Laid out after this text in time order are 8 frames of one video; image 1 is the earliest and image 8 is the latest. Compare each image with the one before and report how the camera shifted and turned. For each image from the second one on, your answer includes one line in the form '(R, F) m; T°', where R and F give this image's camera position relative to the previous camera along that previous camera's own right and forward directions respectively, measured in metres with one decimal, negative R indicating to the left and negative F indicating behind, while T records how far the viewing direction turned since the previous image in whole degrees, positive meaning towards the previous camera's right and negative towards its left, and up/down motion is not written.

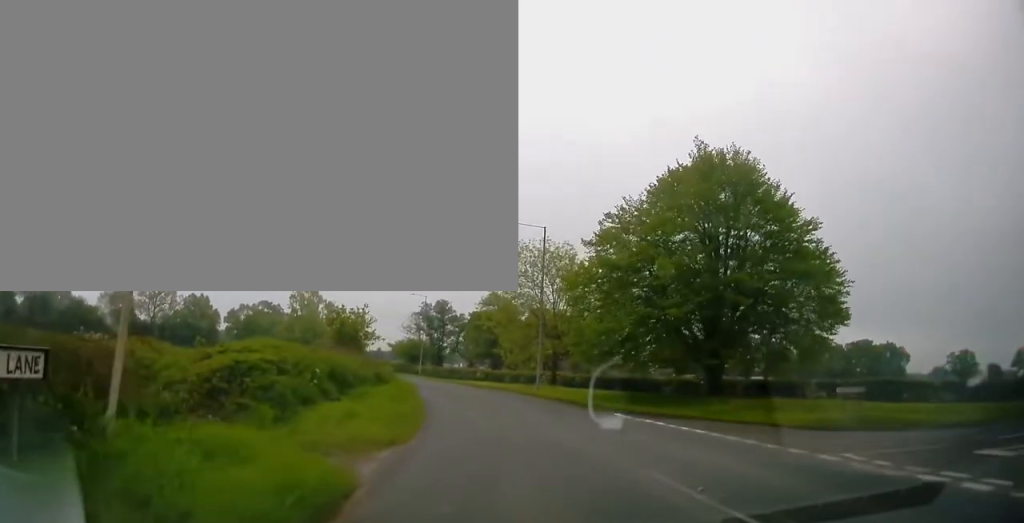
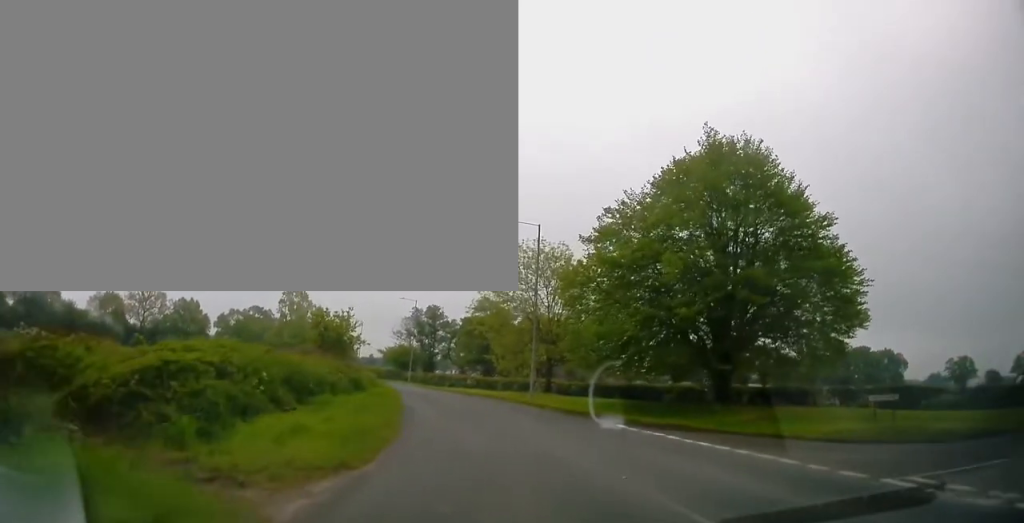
(+0.2, +3.0) m; +1°
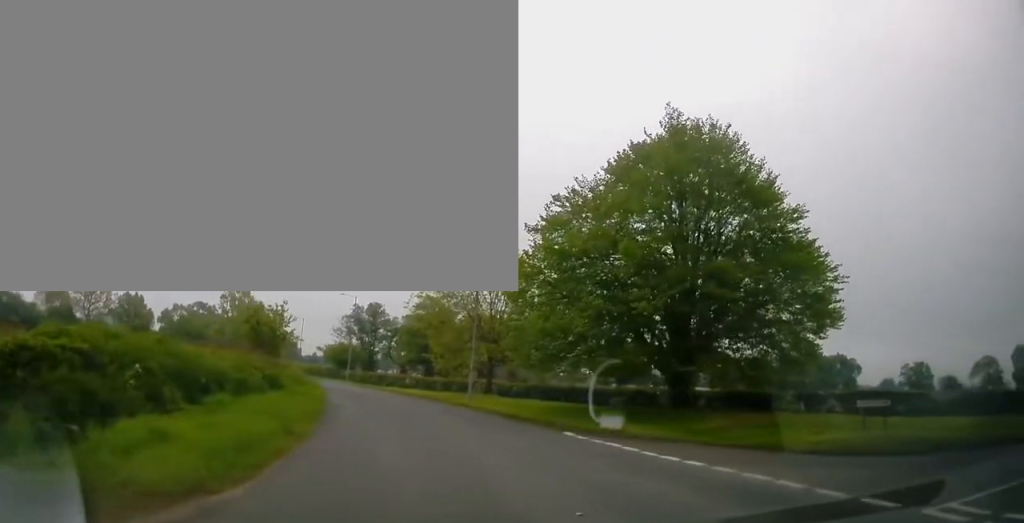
(+0.1, +2.8) m; +3°
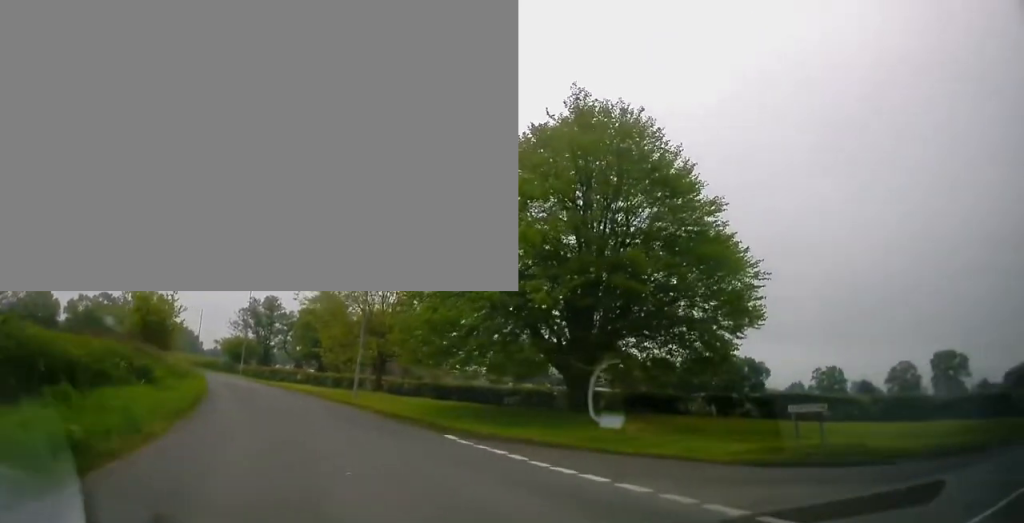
(-0.3, +1.8) m; +7°
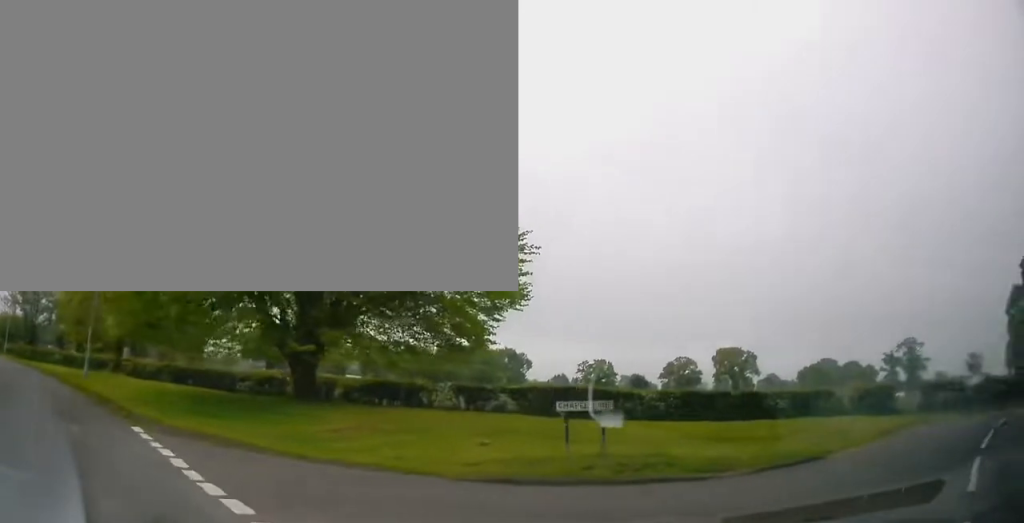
(+0.7, +3.2) m; +25°
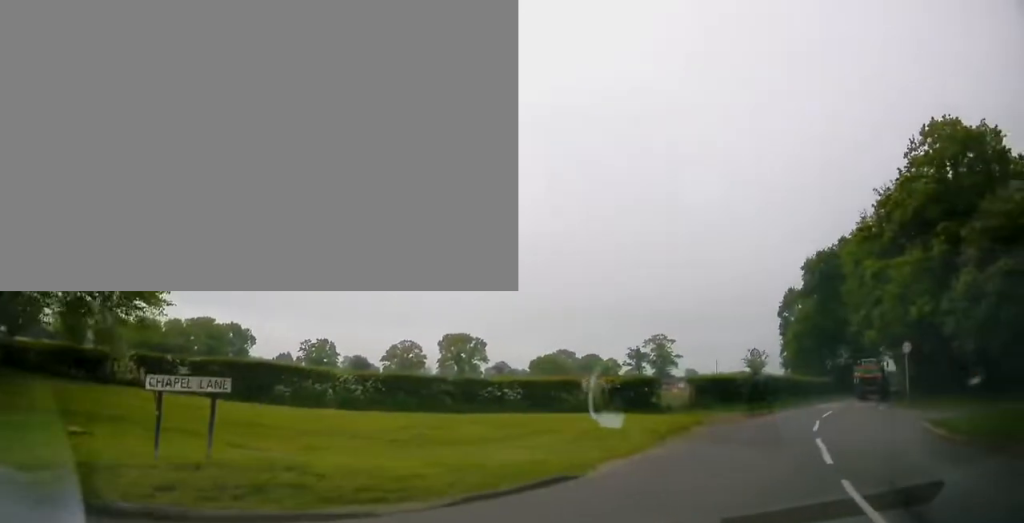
(+0.9, +3.8) m; +21°
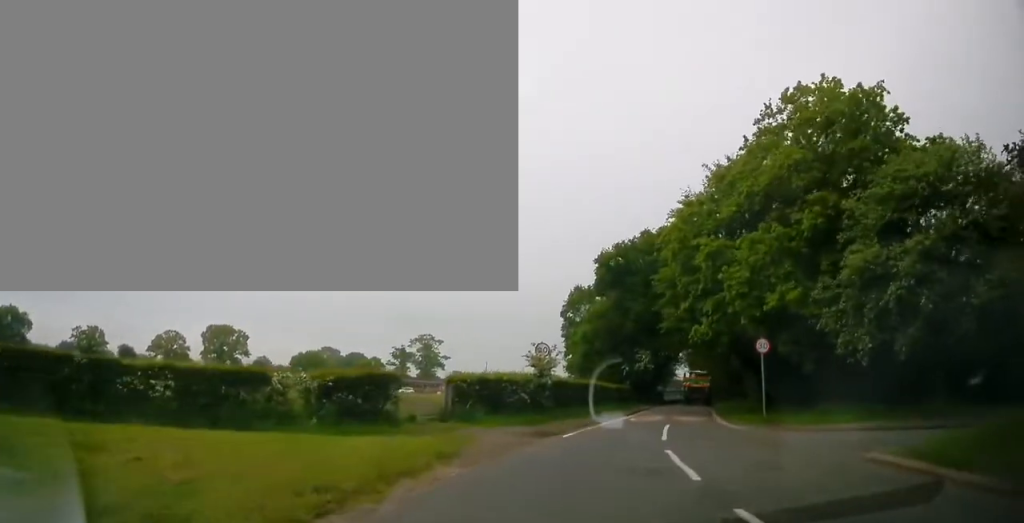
(+1.4, +7.4) m; +16°
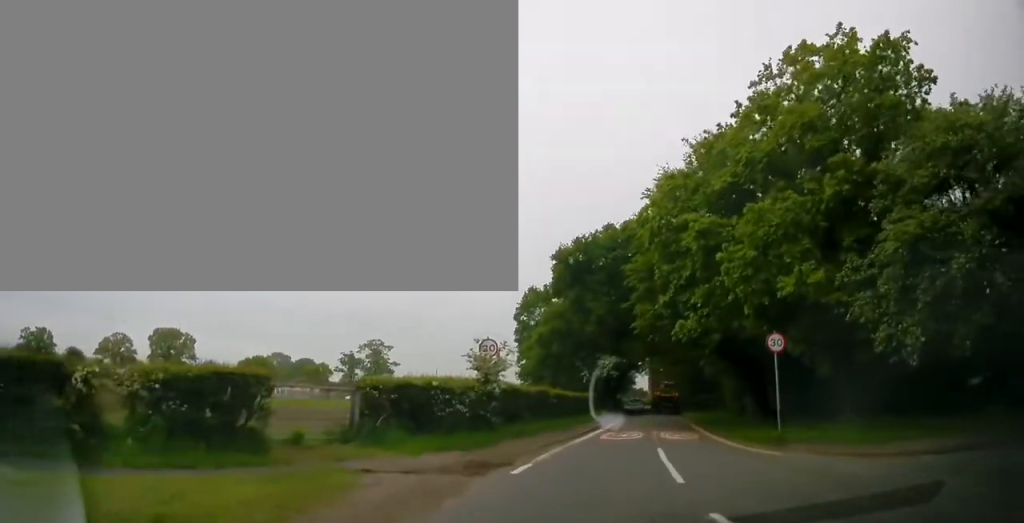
(0.0, +5.1) m; +5°
